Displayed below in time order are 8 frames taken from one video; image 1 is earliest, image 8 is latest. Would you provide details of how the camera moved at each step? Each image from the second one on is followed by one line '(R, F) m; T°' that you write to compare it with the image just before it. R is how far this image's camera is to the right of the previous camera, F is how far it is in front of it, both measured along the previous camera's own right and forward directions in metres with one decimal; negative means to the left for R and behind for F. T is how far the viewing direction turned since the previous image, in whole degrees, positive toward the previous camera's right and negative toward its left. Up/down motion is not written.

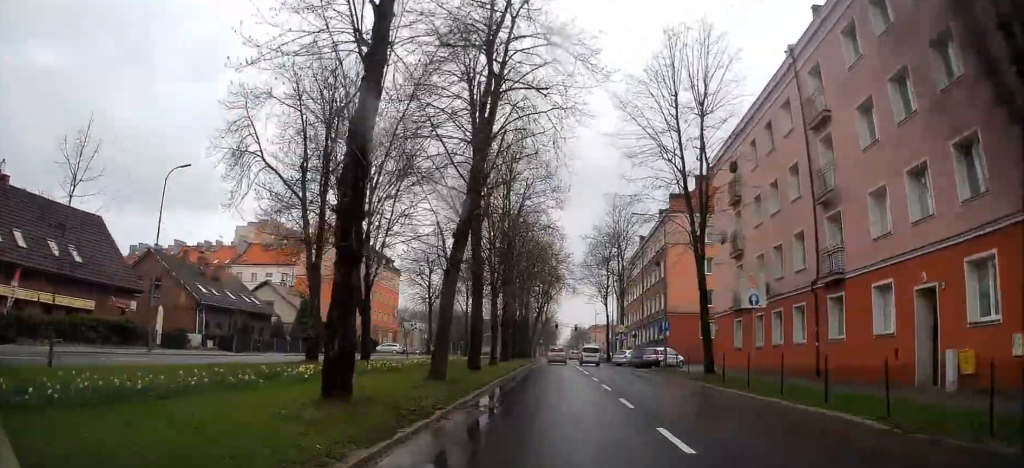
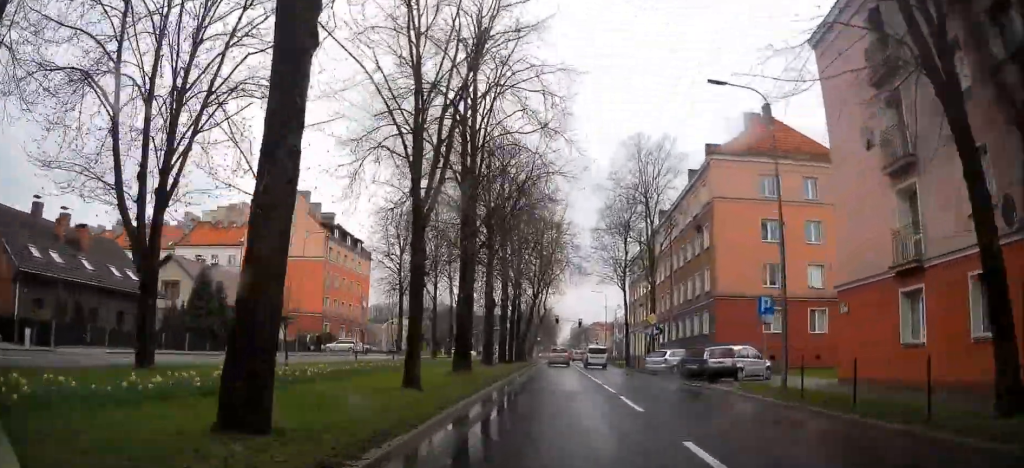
(+0.1, +18.7) m; +1°
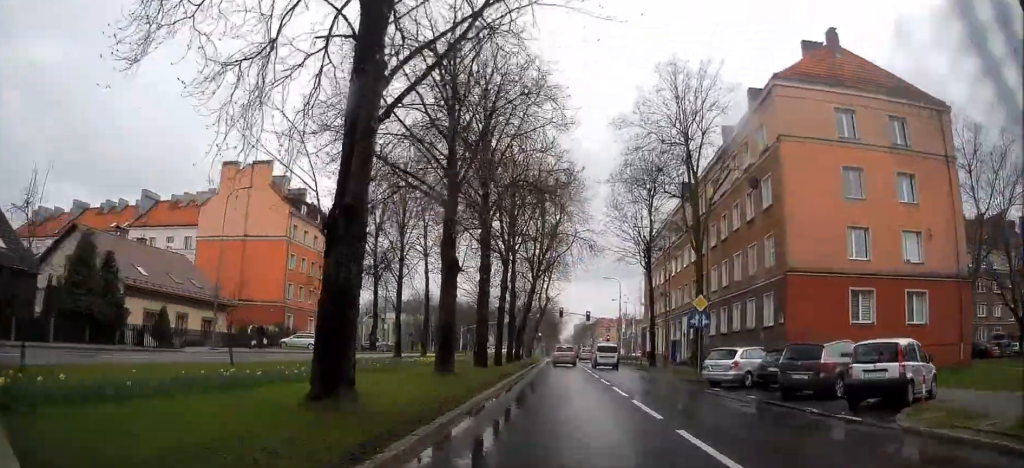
(0.0, +12.9) m; 0°
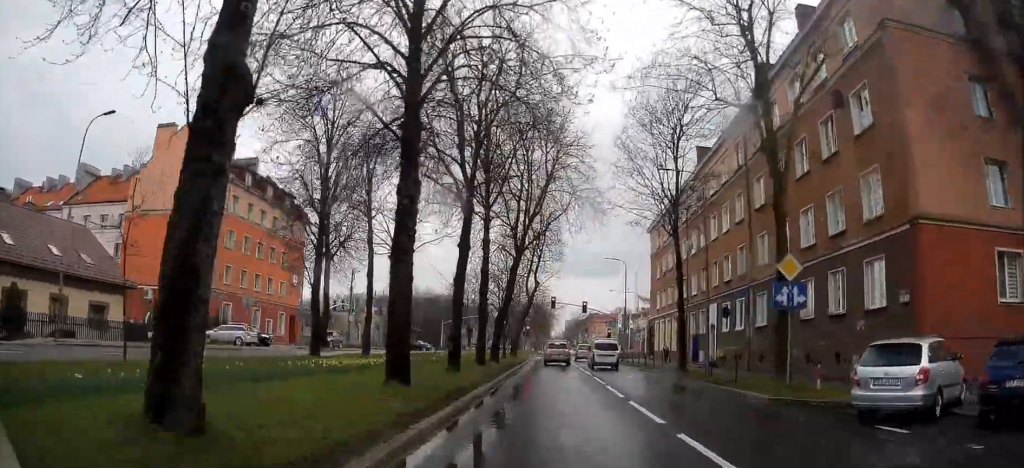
(-0.1, +12.9) m; 0°
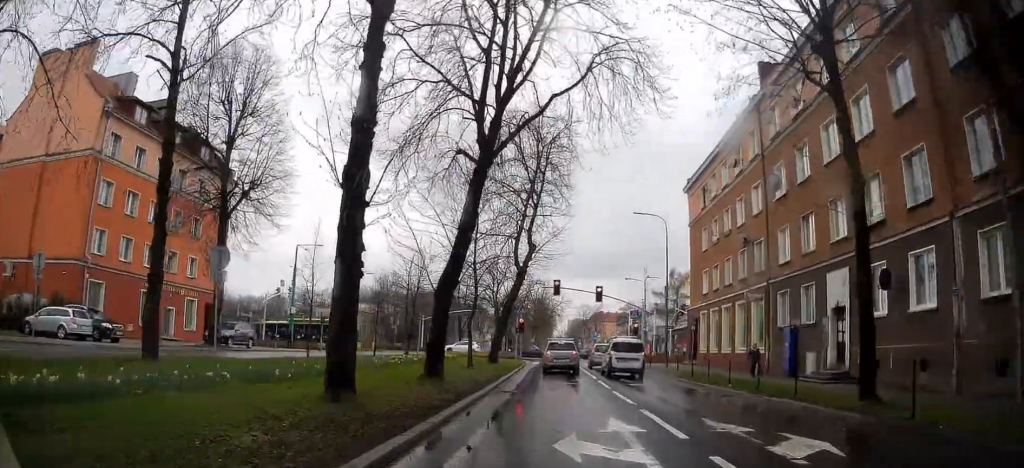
(+0.4, +21.0) m; +2°
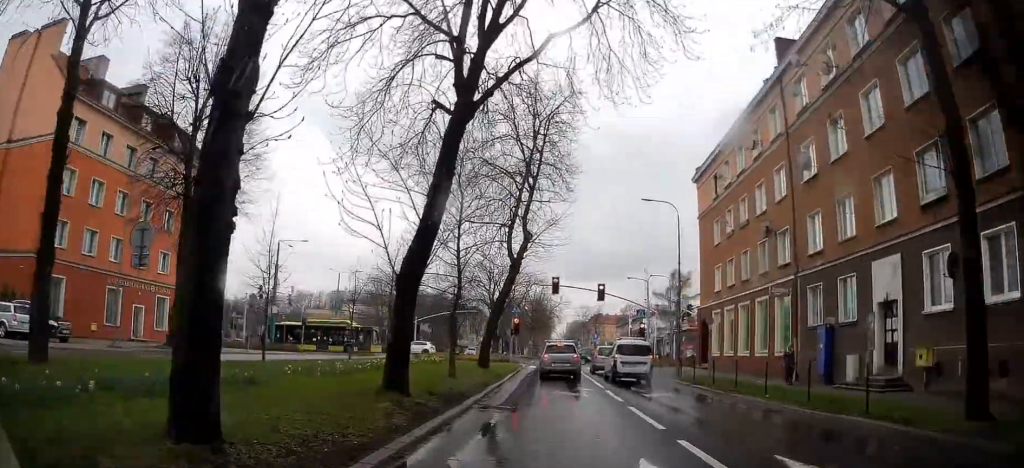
(0.0, +4.2) m; +1°
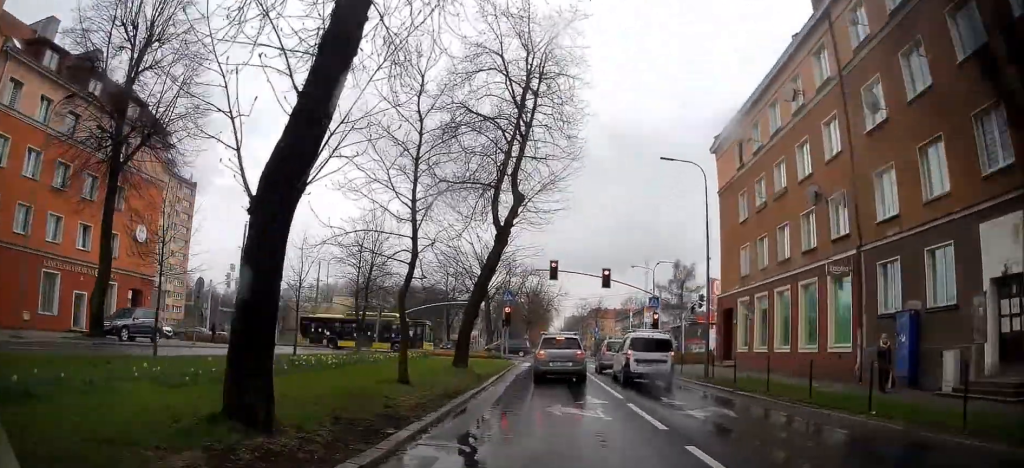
(0.0, +6.8) m; +2°
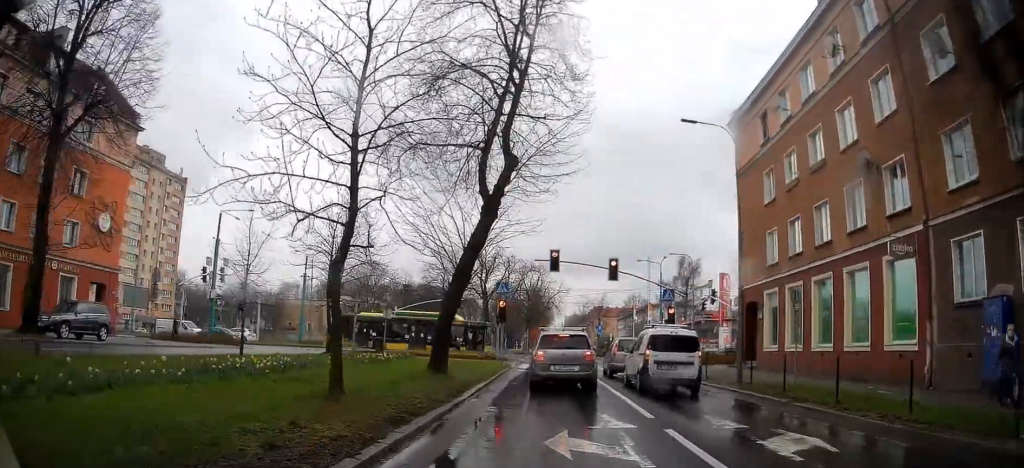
(+0.4, +4.8) m; 0°
